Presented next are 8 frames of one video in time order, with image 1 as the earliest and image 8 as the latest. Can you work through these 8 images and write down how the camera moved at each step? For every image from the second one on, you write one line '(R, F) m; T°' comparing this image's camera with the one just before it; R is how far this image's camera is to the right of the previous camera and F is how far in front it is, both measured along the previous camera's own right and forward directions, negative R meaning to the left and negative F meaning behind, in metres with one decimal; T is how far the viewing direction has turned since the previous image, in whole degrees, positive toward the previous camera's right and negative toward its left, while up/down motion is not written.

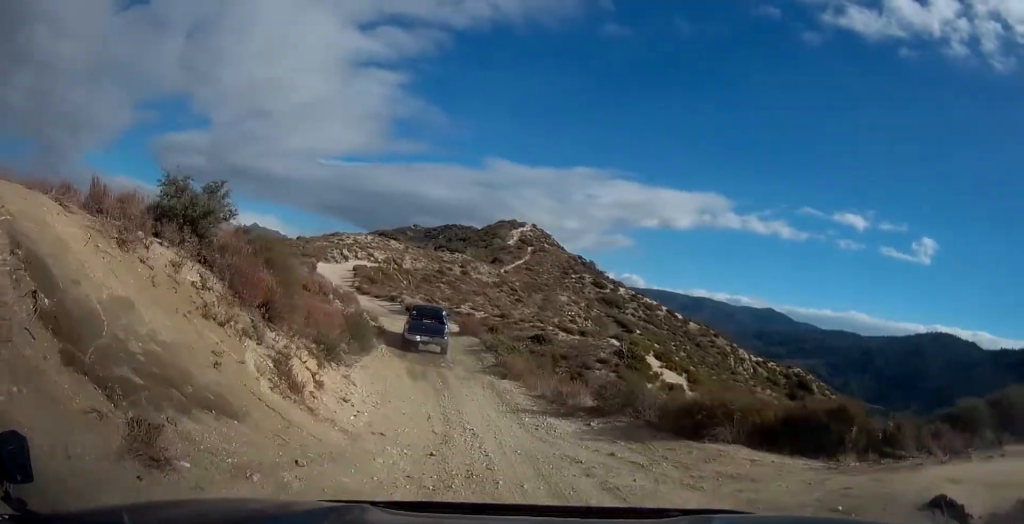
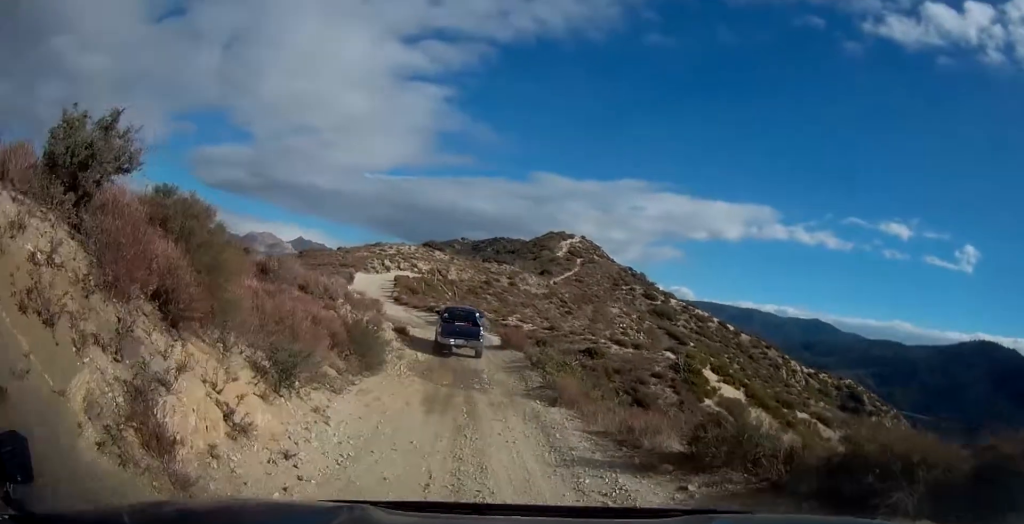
(-0.1, +4.2) m; -5°
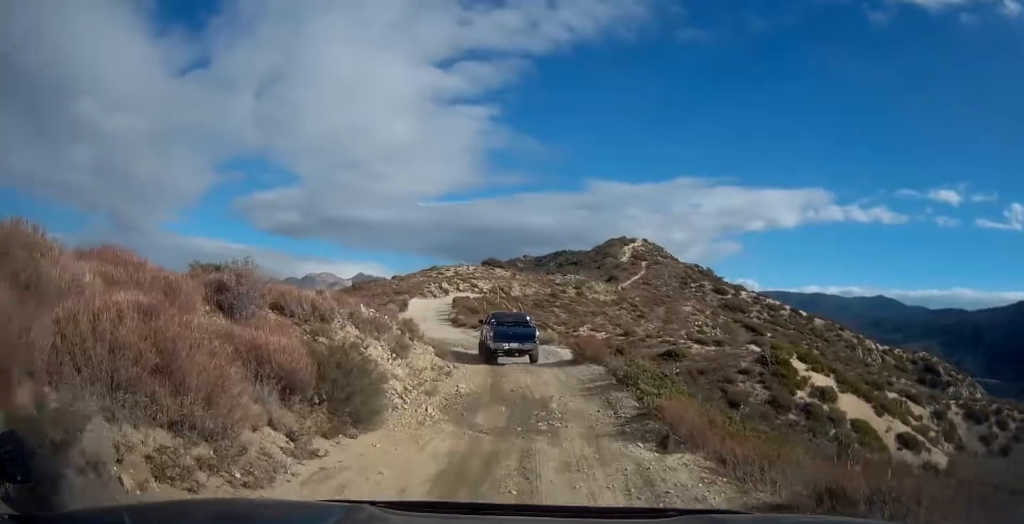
(-0.4, +5.7) m; -8°
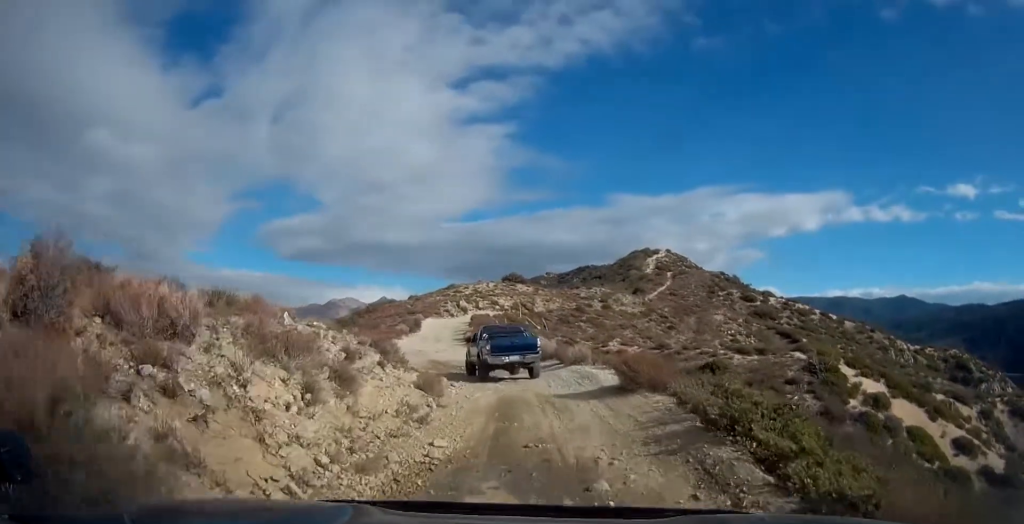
(-0.5, +6.7) m; -4°
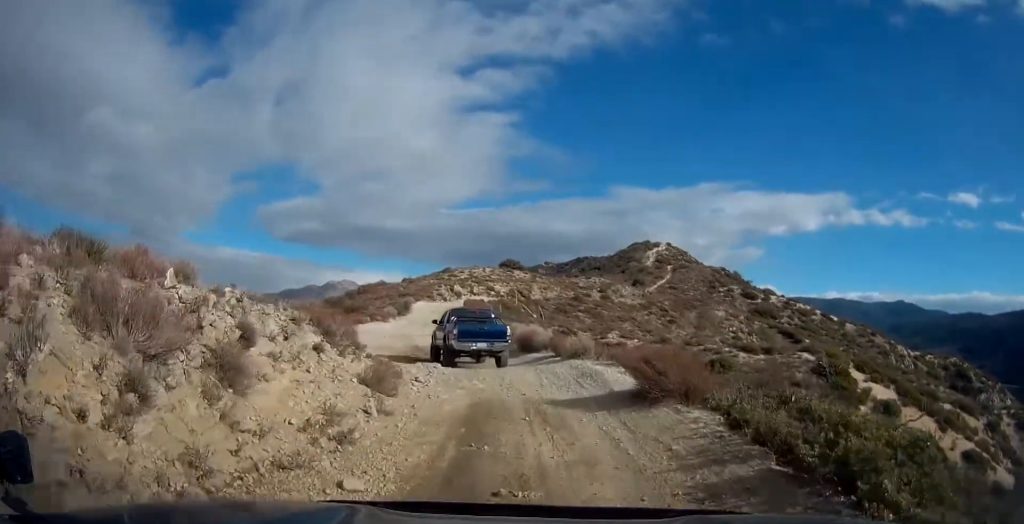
(0.0, +3.9) m; -1°
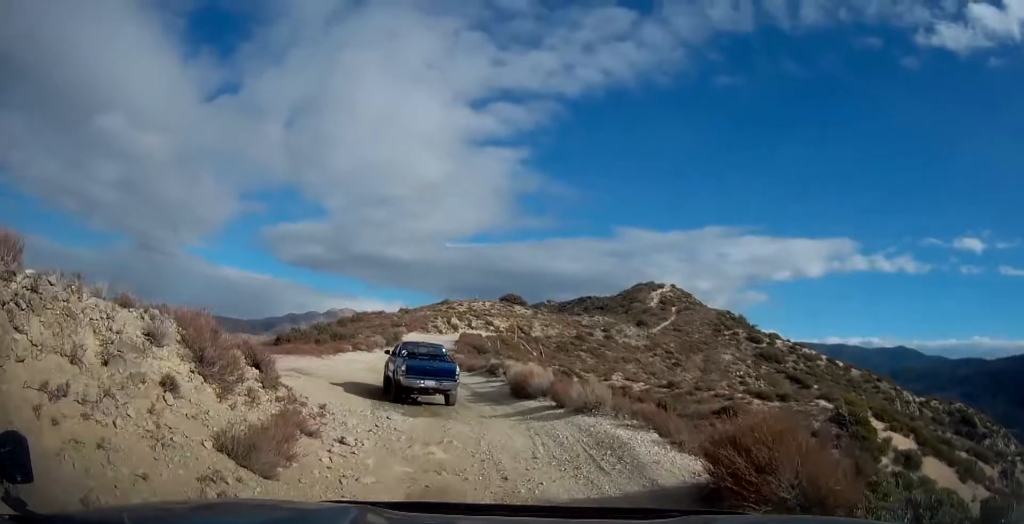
(-0.1, +5.0) m; -2°
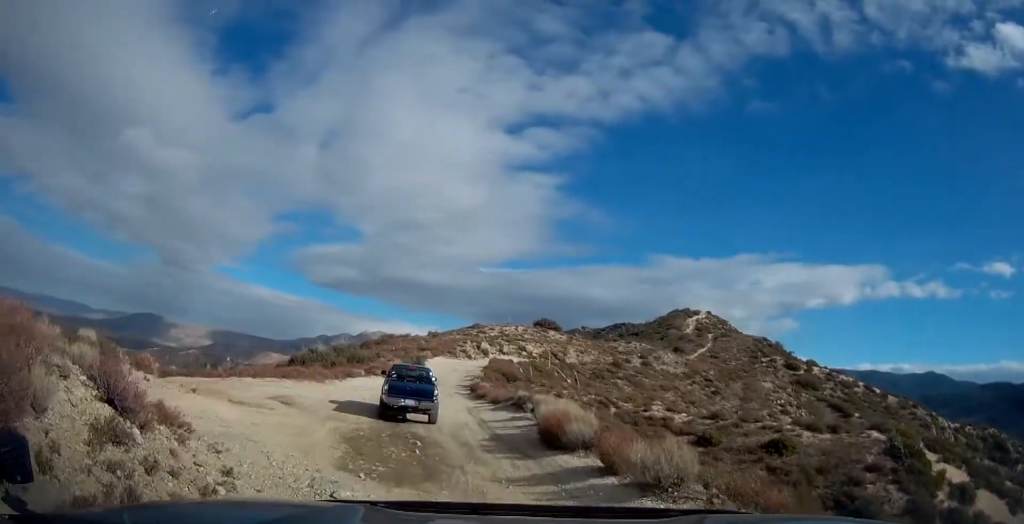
(0.0, +5.6) m; -2°
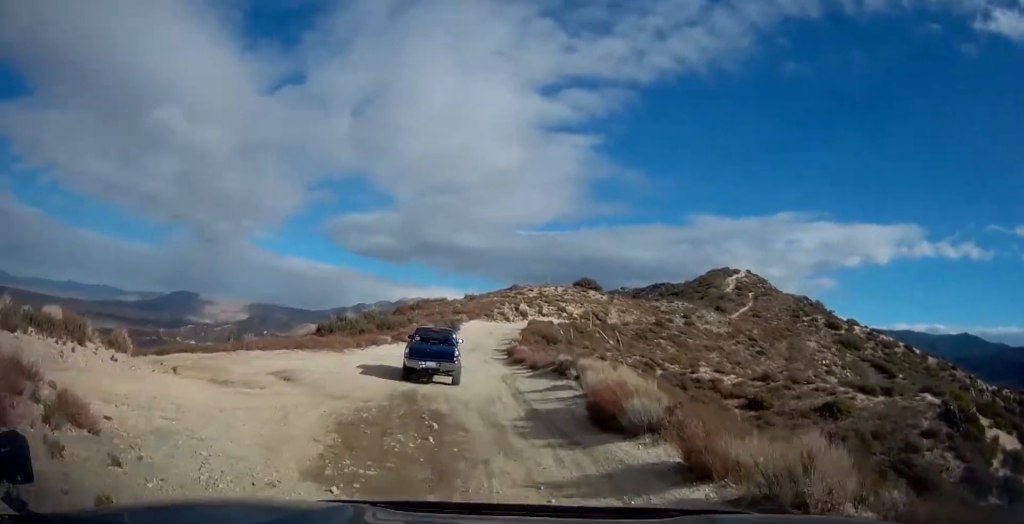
(-0.2, +2.7) m; -4°
